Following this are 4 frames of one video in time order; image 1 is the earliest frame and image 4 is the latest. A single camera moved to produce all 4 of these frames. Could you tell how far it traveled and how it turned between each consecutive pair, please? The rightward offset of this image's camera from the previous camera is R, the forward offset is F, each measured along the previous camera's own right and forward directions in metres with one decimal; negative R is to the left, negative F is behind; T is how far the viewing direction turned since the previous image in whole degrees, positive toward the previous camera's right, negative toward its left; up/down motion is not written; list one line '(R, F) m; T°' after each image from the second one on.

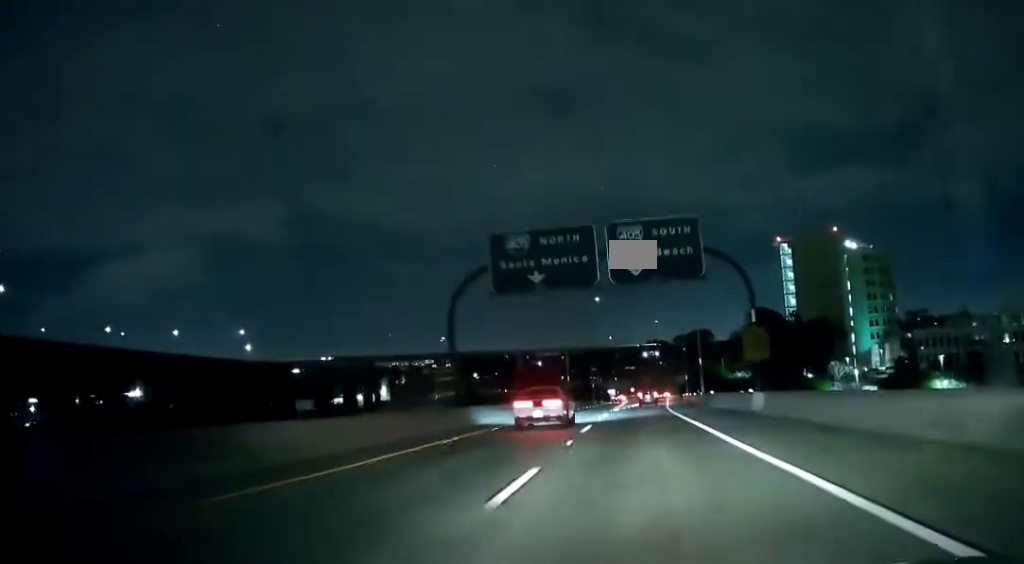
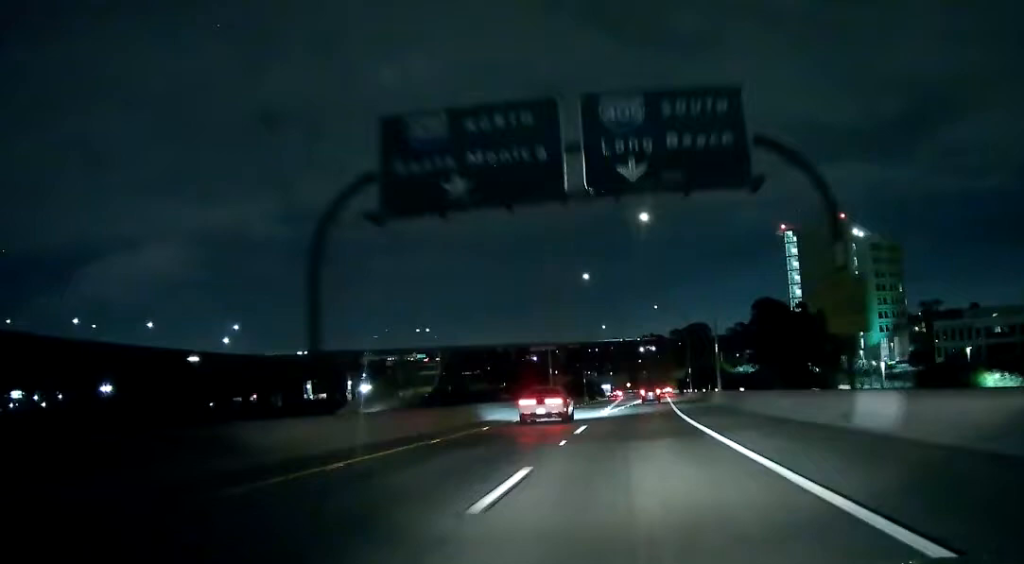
(+0.1, +14.6) m; +1°
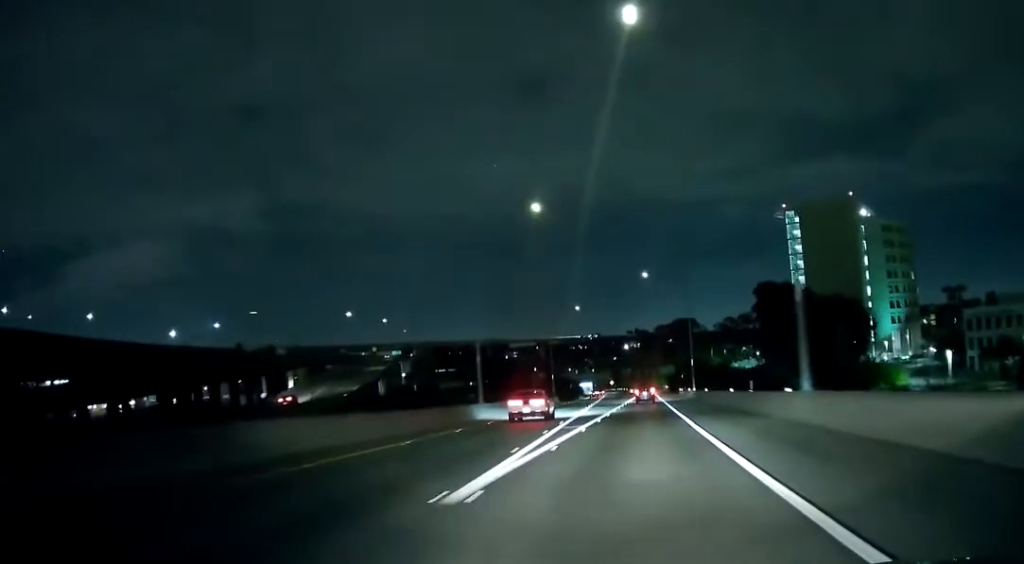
(+0.5, +28.2) m; +1°
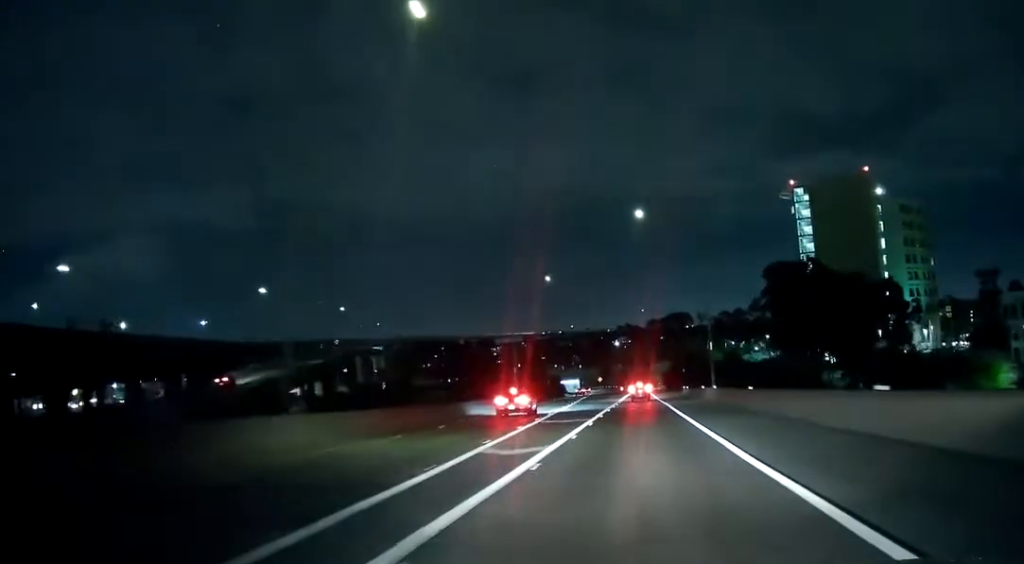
(+0.1, +25.8) m; 0°
